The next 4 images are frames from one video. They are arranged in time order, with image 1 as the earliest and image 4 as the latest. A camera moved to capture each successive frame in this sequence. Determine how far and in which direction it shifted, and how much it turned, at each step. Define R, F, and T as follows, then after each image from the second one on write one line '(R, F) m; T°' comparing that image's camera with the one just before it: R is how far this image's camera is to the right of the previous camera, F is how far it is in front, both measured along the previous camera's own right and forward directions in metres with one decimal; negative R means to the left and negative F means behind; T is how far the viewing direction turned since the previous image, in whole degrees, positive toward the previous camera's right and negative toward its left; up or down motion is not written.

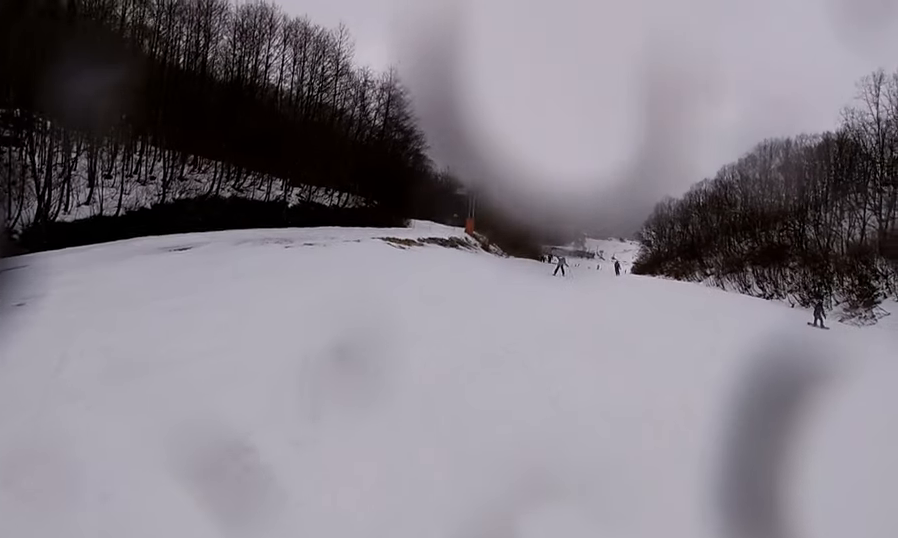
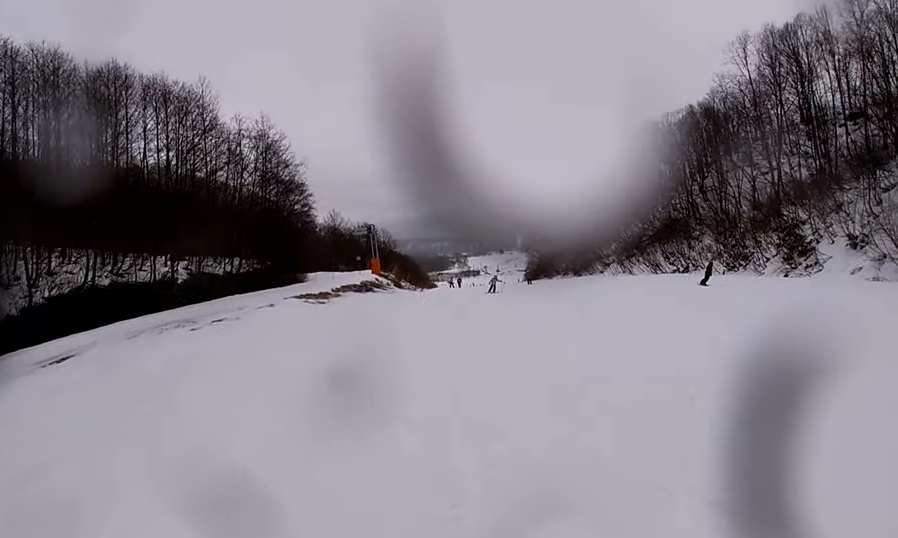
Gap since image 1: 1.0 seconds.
(+1.0, +4.9) m; +34°
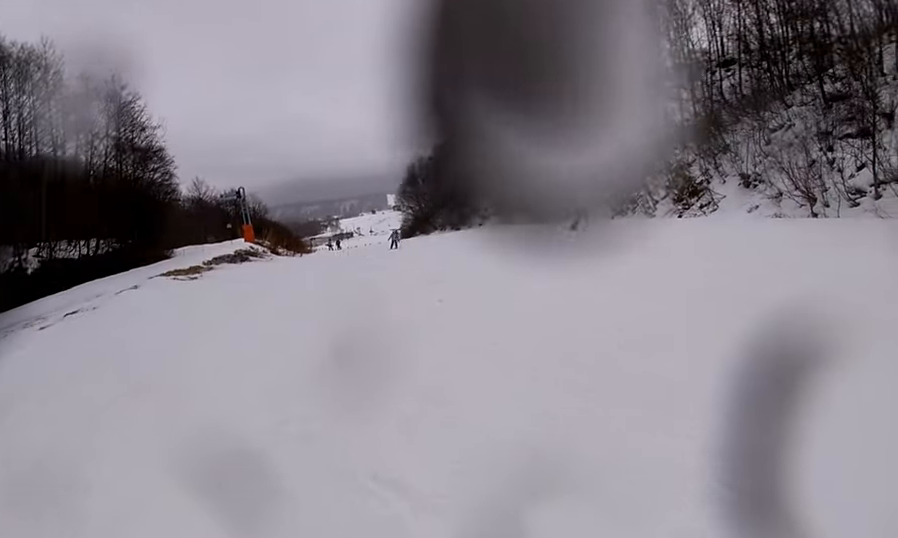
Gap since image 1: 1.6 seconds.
(+0.8, +2.3) m; +12°
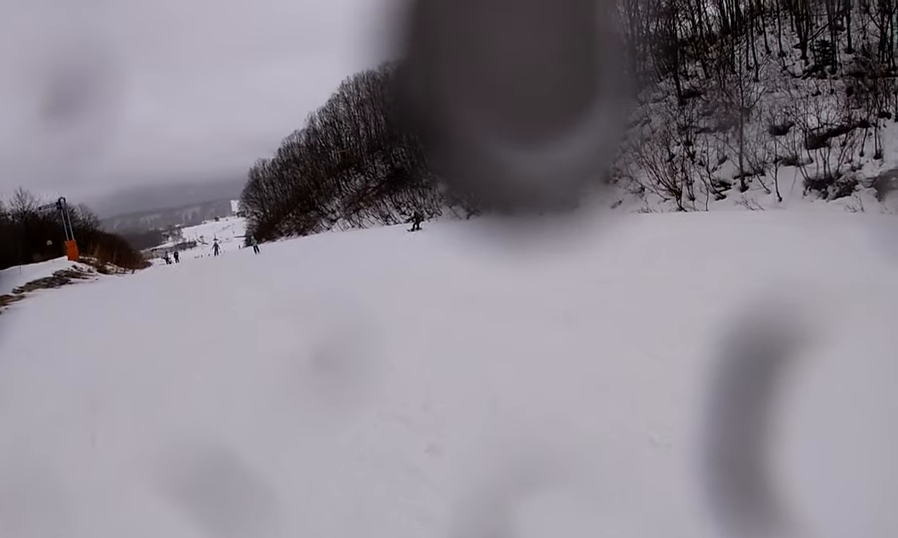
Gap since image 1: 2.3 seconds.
(+0.8, +3.3) m; +6°
